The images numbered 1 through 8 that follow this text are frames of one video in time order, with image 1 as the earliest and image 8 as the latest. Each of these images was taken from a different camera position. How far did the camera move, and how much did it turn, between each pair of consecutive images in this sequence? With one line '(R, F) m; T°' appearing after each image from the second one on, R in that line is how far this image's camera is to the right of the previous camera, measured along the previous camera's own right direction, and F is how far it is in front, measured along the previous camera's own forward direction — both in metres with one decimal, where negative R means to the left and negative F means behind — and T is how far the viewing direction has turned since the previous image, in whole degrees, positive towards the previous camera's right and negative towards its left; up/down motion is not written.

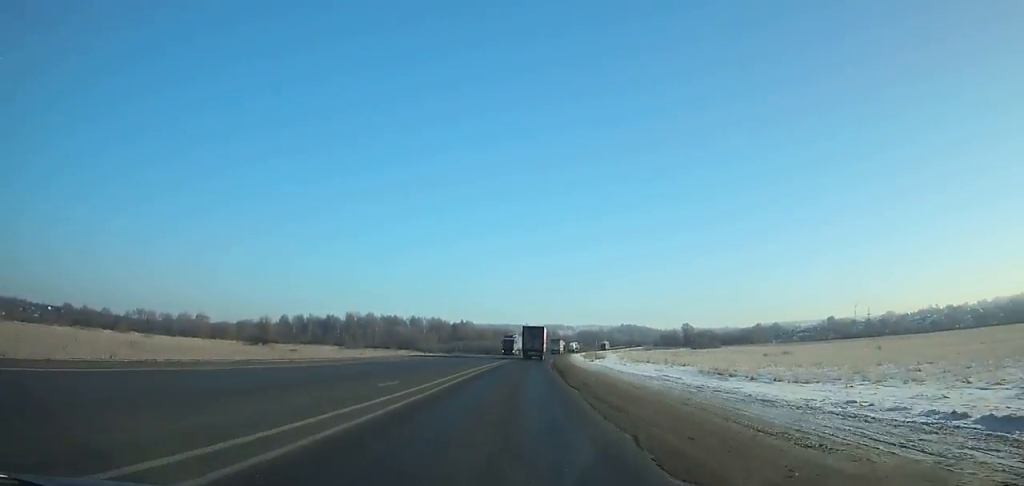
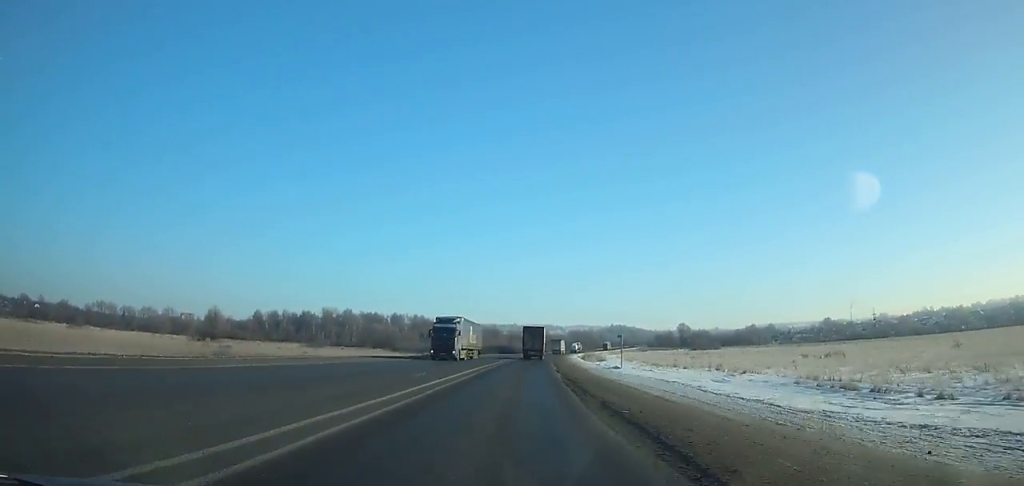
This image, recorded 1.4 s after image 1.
(0.0, +24.5) m; +1°
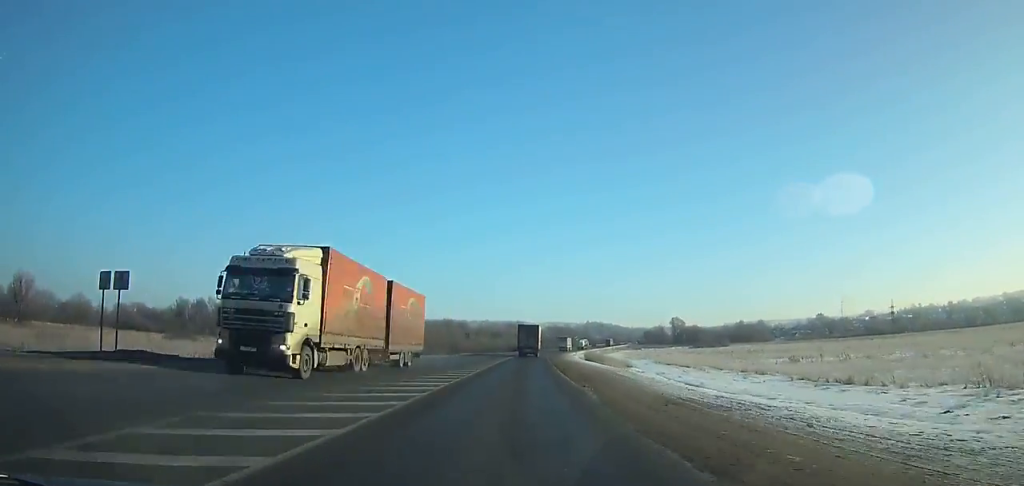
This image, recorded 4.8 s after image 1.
(+1.5, +61.1) m; +3°
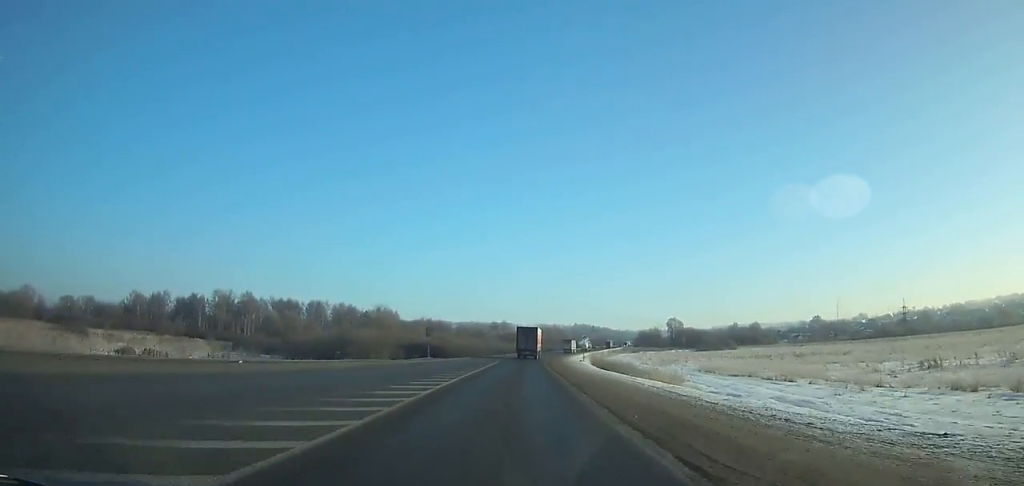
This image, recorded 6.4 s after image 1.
(+0.3, +29.2) m; +1°
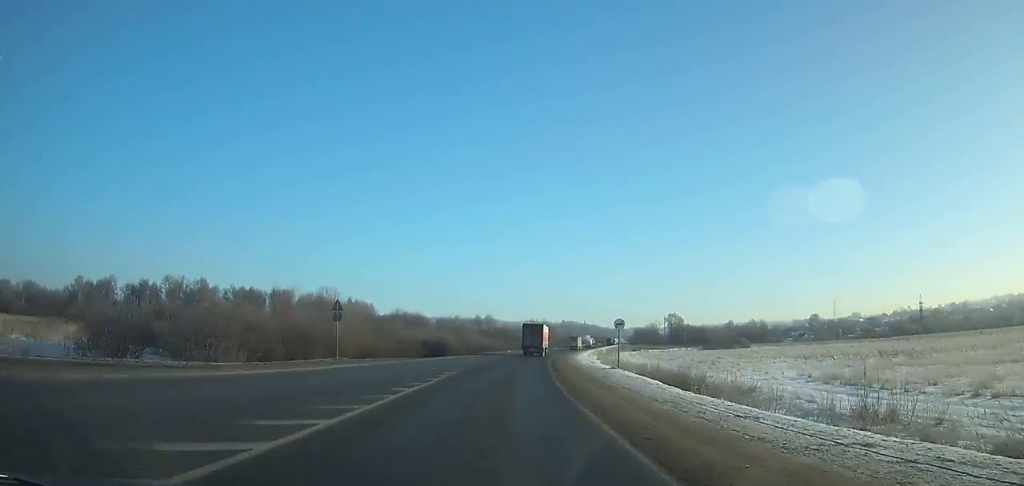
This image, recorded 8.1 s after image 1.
(+0.4, +31.1) m; +1°
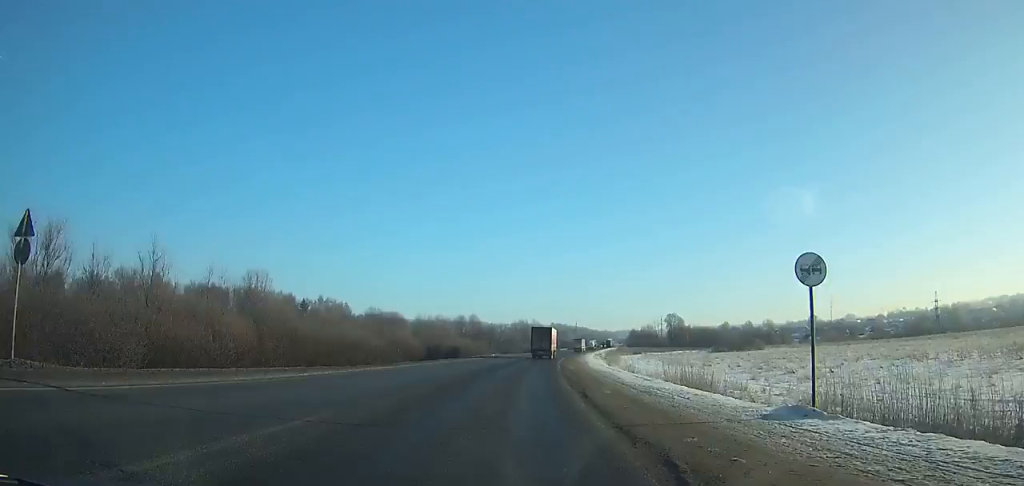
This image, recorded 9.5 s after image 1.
(+0.2, +25.7) m; +1°
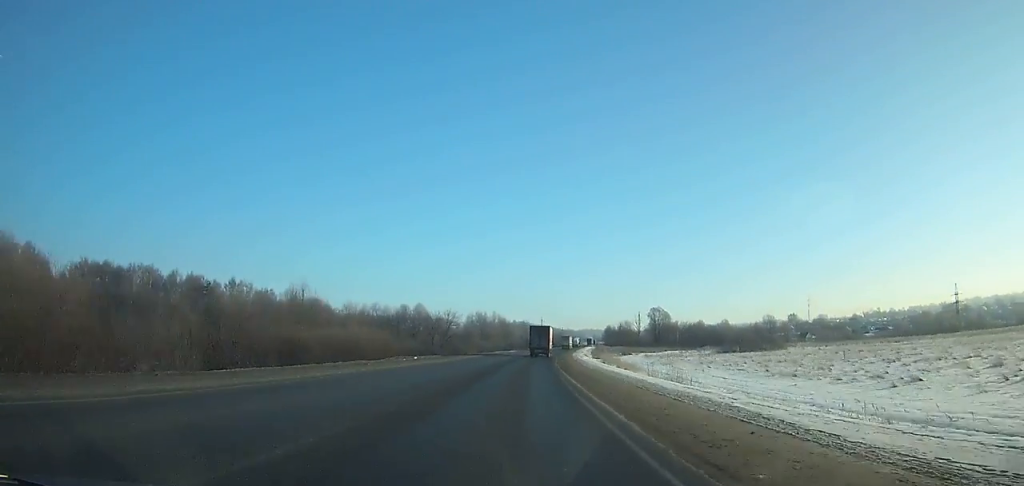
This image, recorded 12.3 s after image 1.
(+1.4, +51.2) m; +3°
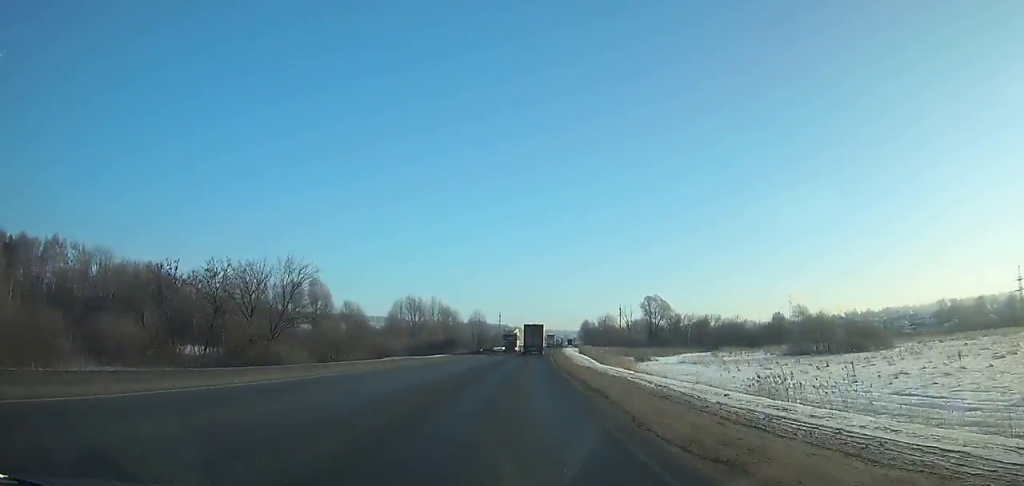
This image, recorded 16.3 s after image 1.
(+2.7, +72.9) m; +4°
